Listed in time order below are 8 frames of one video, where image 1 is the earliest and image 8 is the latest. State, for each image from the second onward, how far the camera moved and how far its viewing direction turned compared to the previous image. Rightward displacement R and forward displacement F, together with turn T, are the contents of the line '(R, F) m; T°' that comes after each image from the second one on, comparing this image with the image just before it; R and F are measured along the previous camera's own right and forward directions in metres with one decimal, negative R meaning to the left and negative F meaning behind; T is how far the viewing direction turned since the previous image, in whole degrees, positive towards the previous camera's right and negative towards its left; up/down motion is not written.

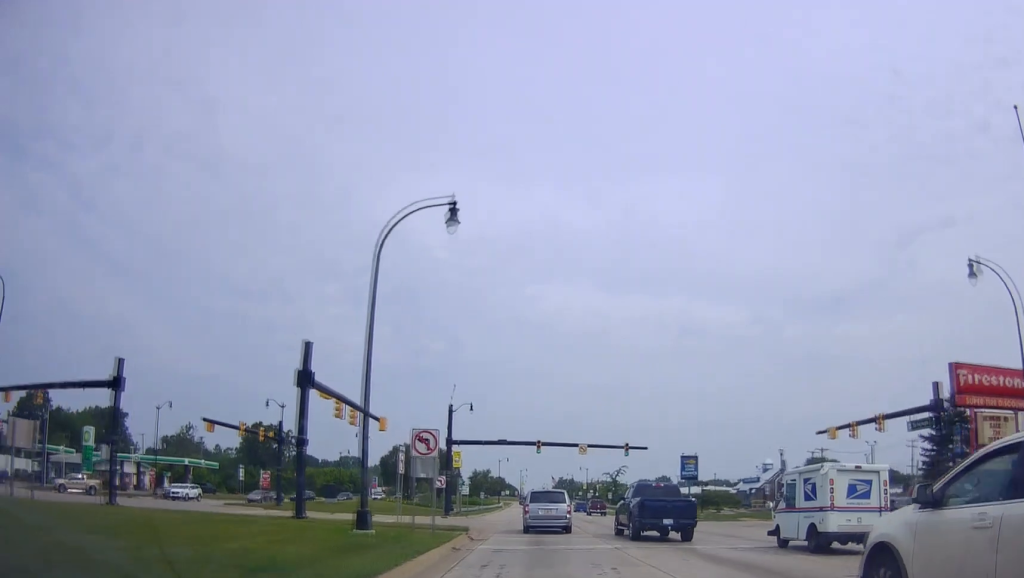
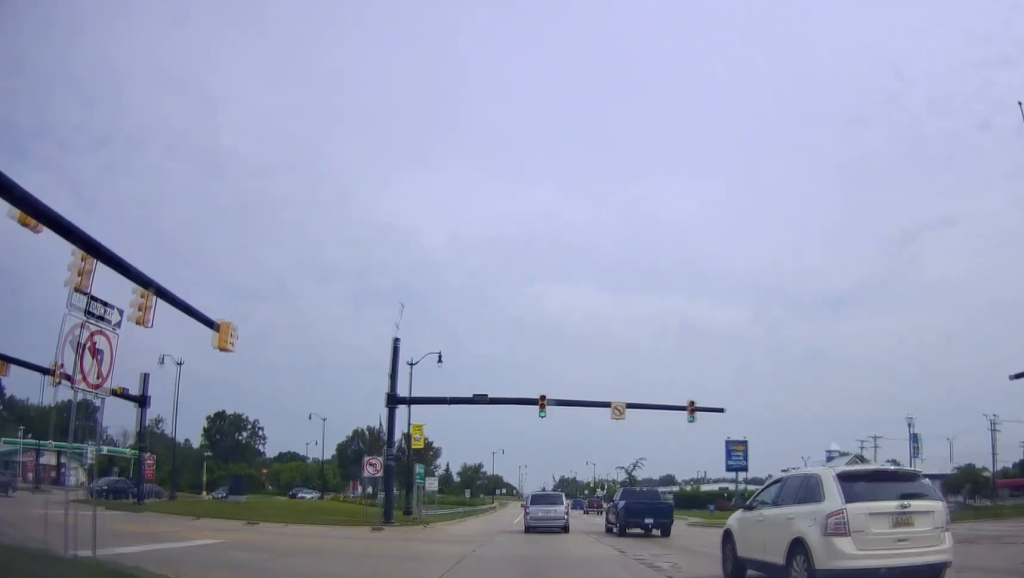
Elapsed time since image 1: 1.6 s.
(-1.1, +21.2) m; -3°
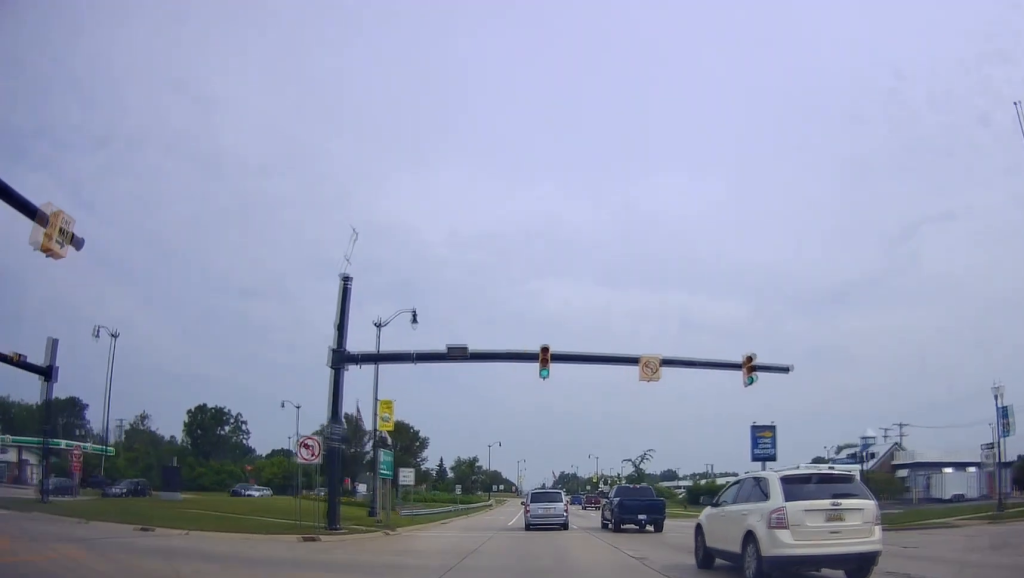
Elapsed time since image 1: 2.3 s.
(+0.2, +8.6) m; +1°
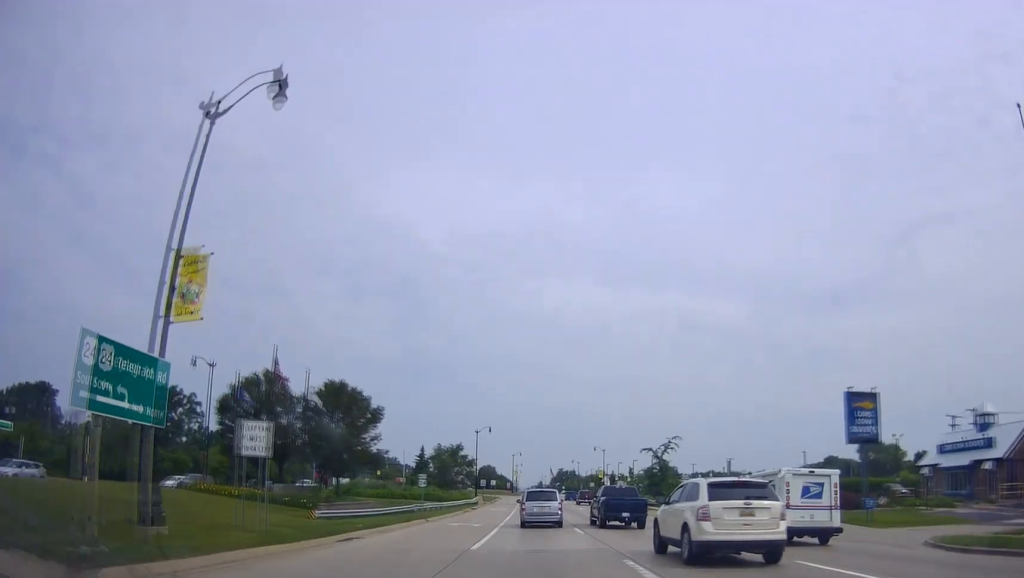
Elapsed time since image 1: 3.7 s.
(+0.7, +20.0) m; +2°
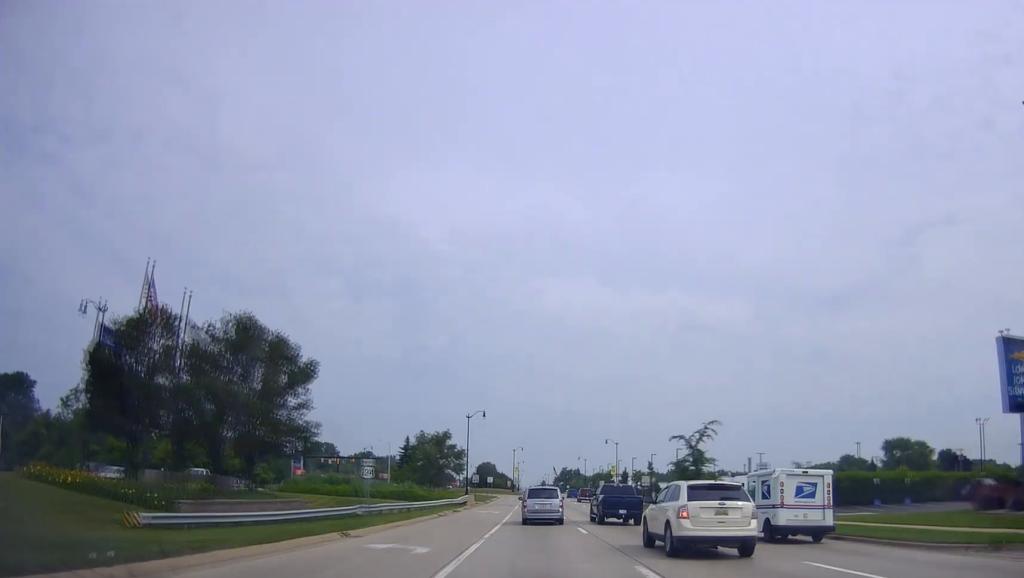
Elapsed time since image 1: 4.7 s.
(0.0, +16.2) m; 0°
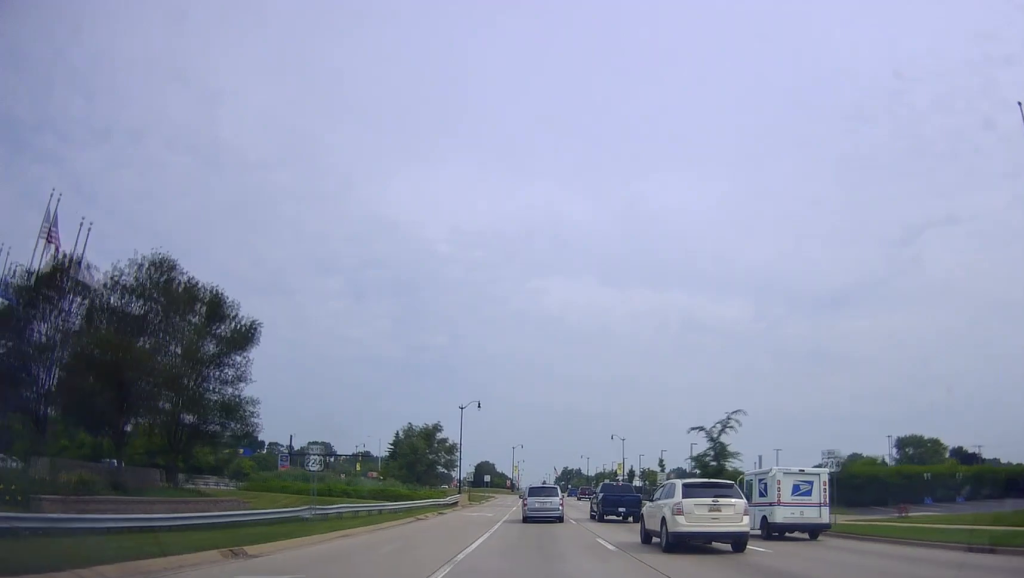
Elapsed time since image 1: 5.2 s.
(0.0, +7.9) m; -1°
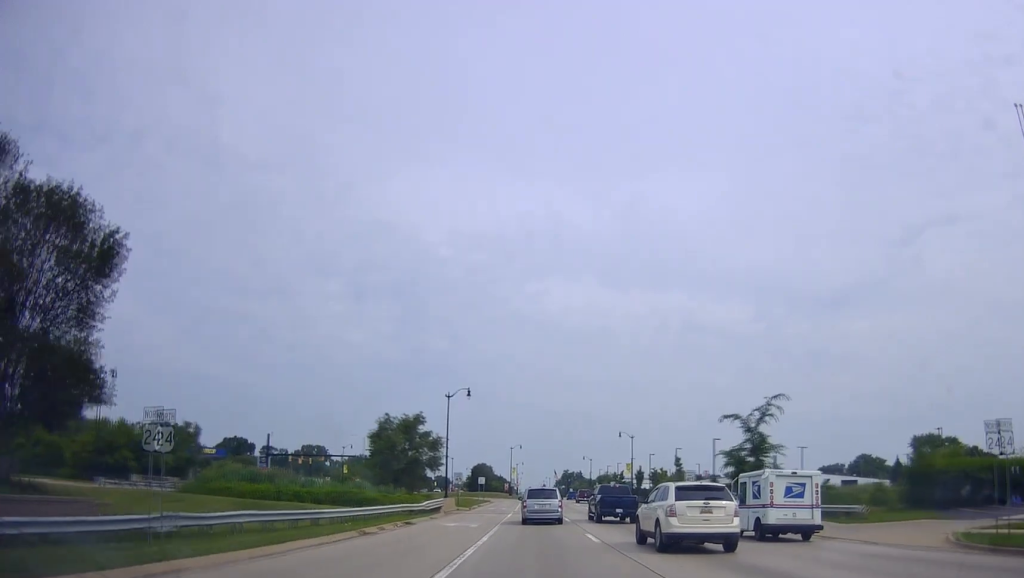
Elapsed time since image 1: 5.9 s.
(+0.1, +10.7) m; -1°
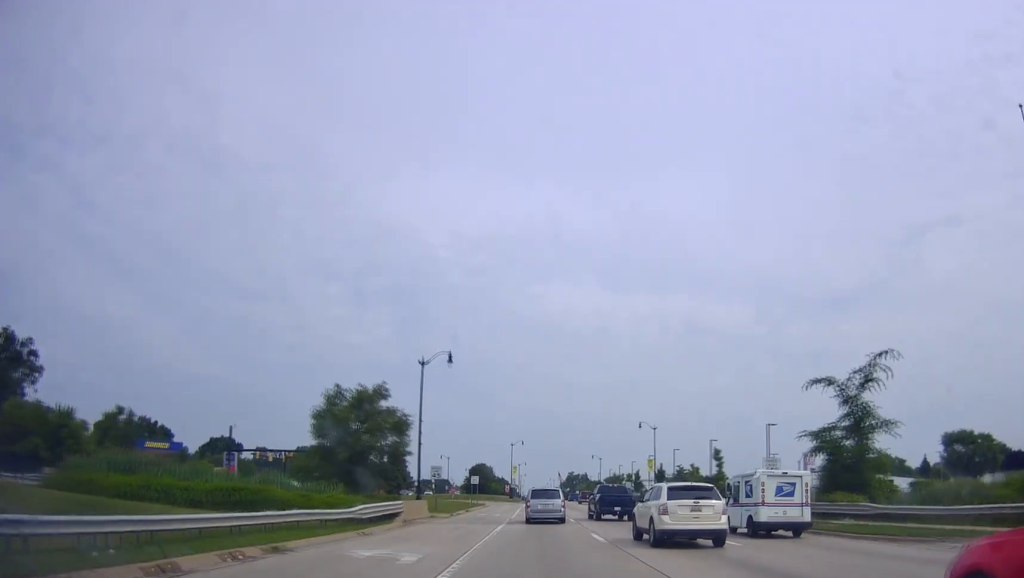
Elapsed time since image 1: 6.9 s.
(-0.4, +16.1) m; 0°
